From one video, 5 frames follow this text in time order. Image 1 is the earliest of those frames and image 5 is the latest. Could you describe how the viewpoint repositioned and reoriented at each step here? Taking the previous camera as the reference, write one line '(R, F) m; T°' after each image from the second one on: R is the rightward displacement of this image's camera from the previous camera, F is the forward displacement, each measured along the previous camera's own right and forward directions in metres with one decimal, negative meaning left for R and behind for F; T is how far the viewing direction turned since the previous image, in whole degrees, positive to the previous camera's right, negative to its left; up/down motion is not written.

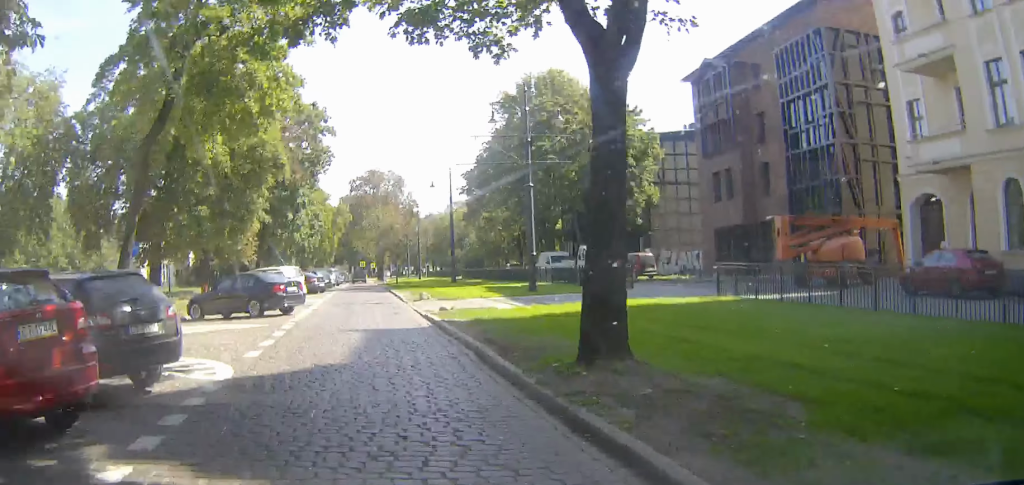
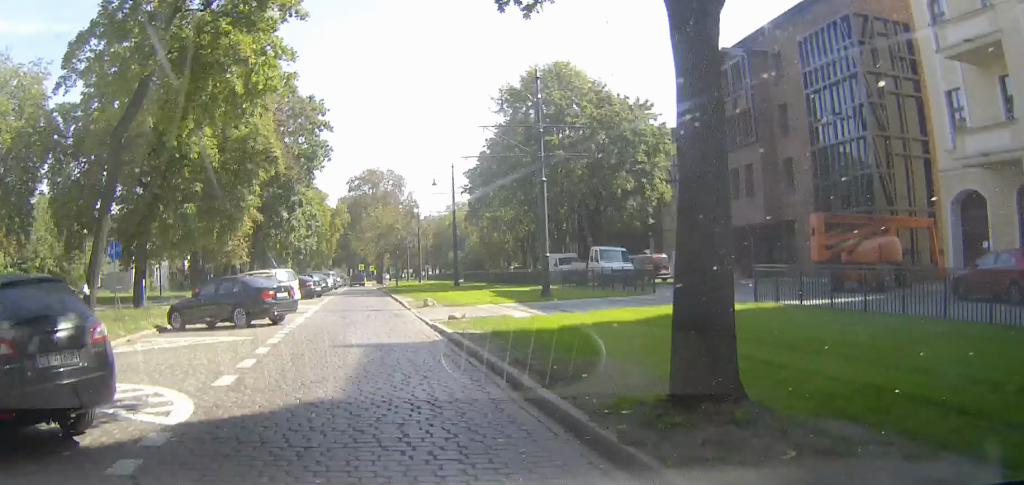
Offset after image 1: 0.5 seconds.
(0.0, +2.8) m; 0°
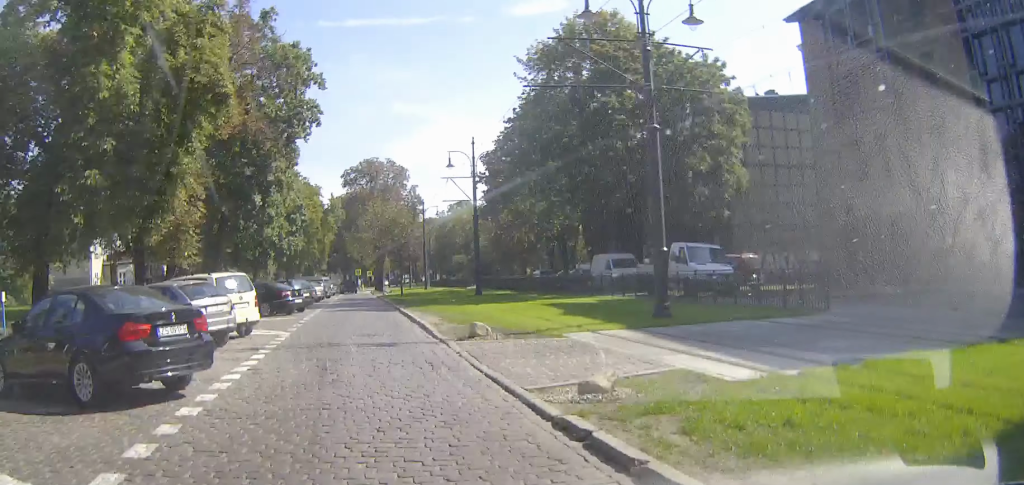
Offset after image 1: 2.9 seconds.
(0.0, +12.5) m; 0°
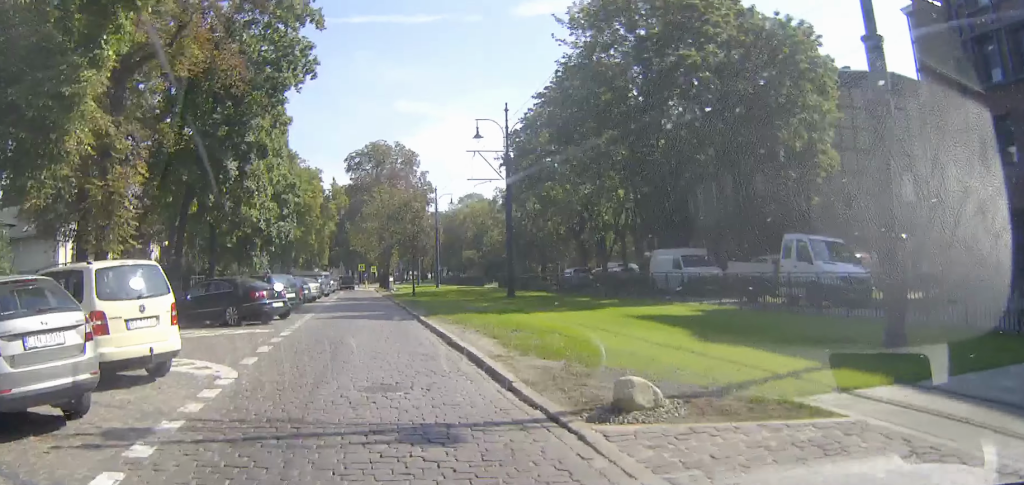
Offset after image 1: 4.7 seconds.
(-0.3, +8.6) m; -5°
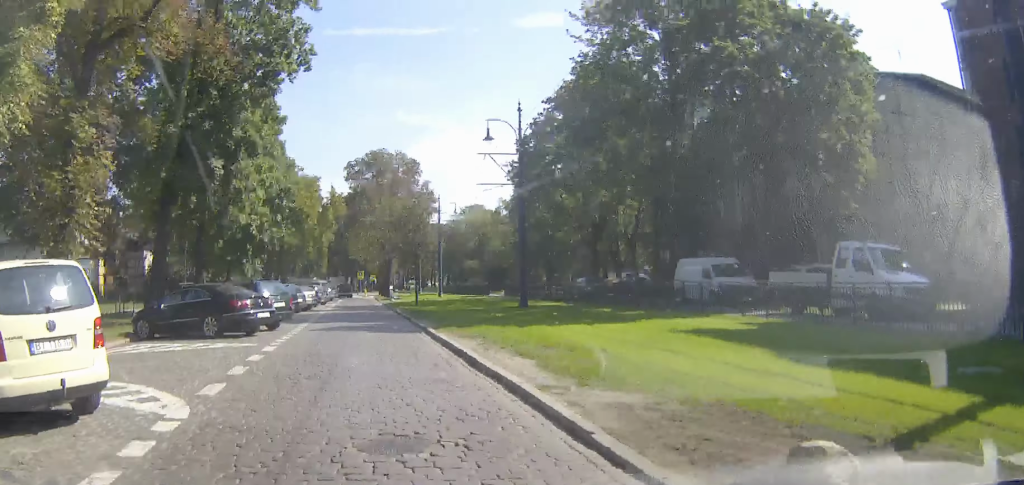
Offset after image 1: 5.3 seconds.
(-0.1, +3.1) m; -1°
